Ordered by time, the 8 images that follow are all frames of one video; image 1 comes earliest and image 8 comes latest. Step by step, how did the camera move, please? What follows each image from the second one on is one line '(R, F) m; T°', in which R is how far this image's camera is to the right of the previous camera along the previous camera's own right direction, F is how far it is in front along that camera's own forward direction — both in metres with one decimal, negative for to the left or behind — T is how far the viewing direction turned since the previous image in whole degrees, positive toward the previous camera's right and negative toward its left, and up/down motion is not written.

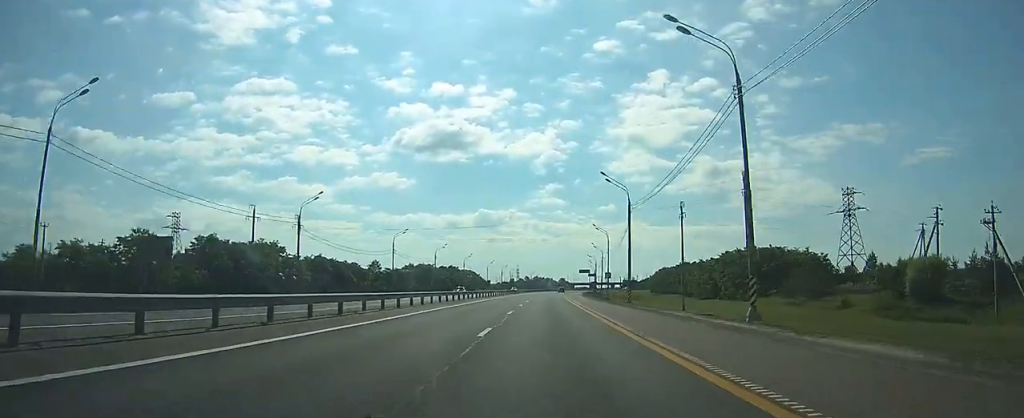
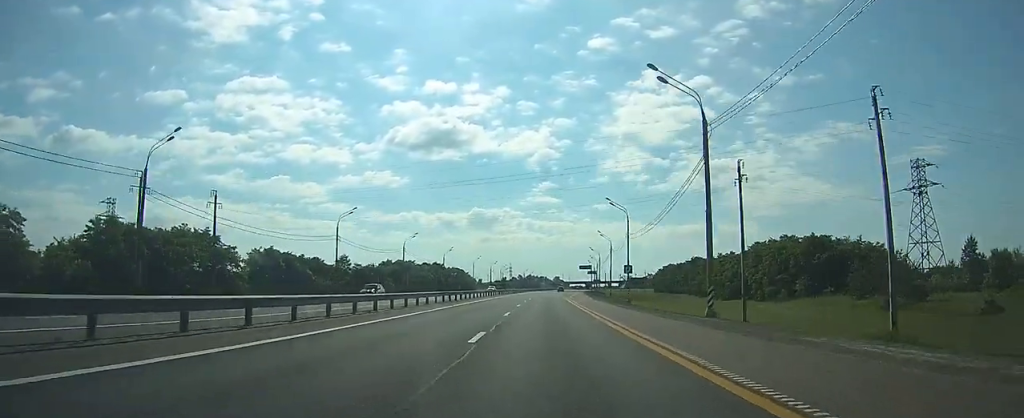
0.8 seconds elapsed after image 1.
(0.0, +25.2) m; 0°
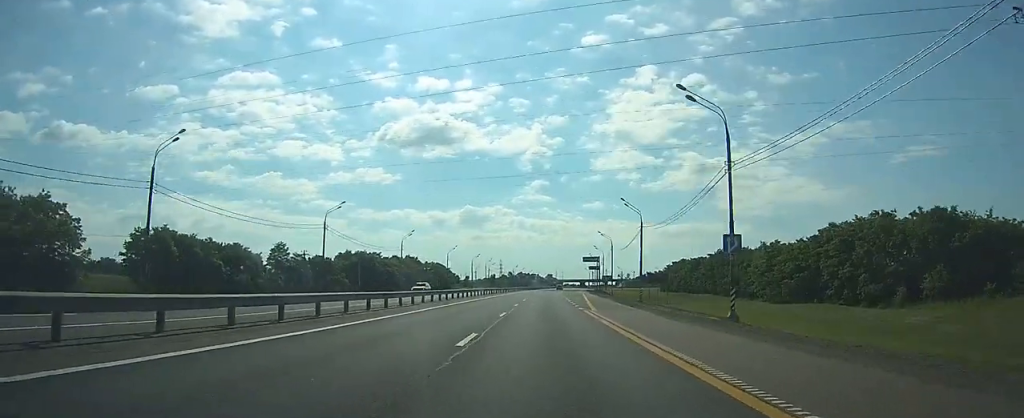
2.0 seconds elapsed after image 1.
(+0.4, +36.5) m; +1°
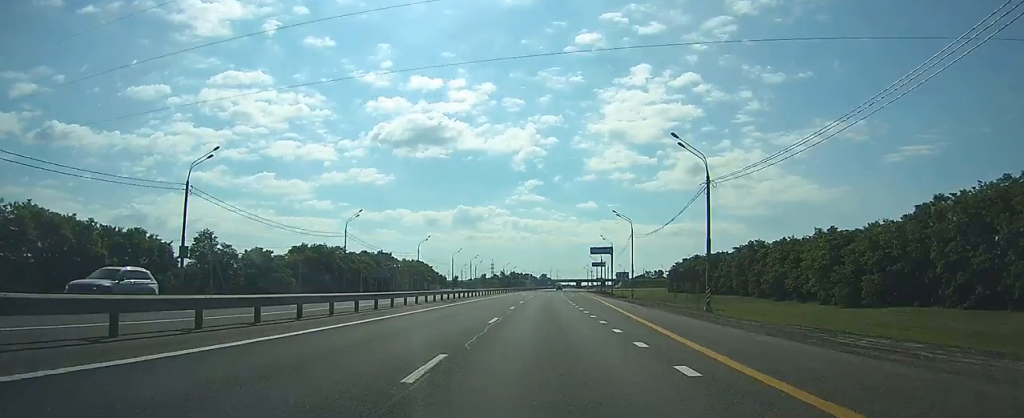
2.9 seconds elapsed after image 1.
(+0.1, +28.1) m; 0°
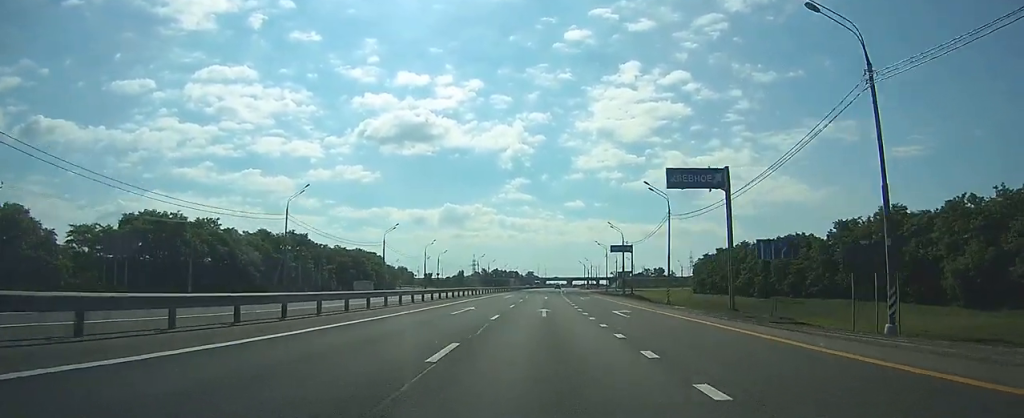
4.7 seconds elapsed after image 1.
(+0.4, +57.2) m; +1°
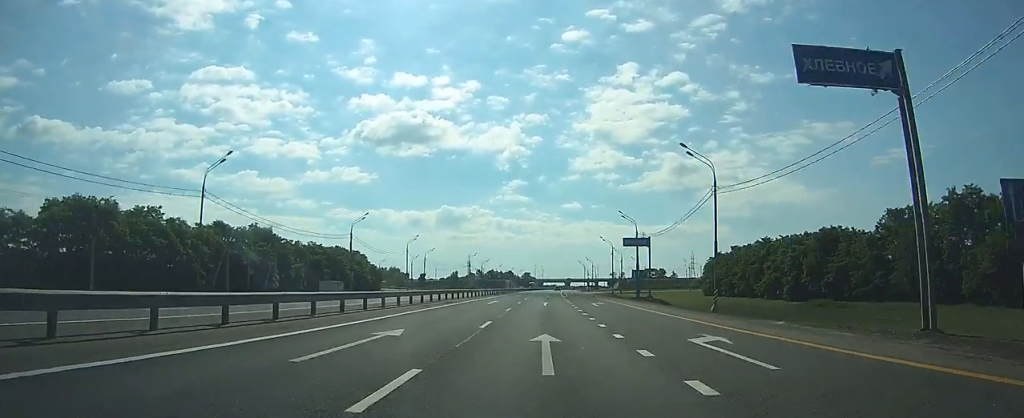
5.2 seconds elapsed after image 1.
(+0.1, +15.6) m; 0°
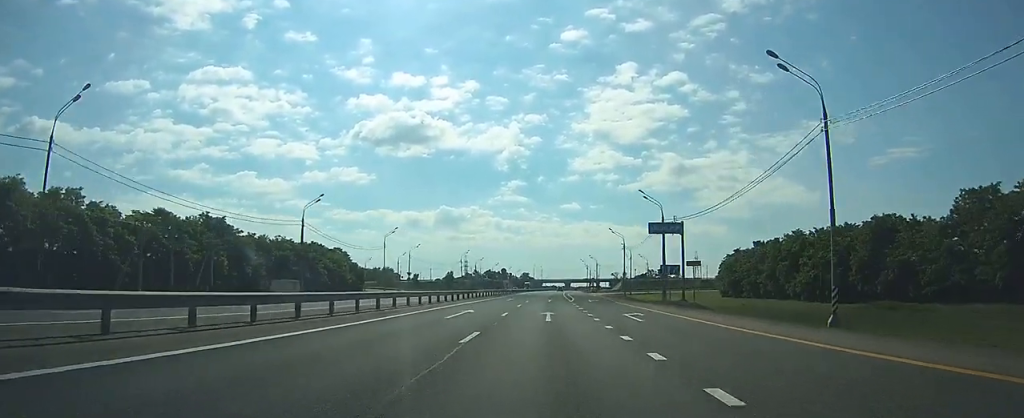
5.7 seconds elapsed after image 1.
(0.0, +16.7) m; 0°
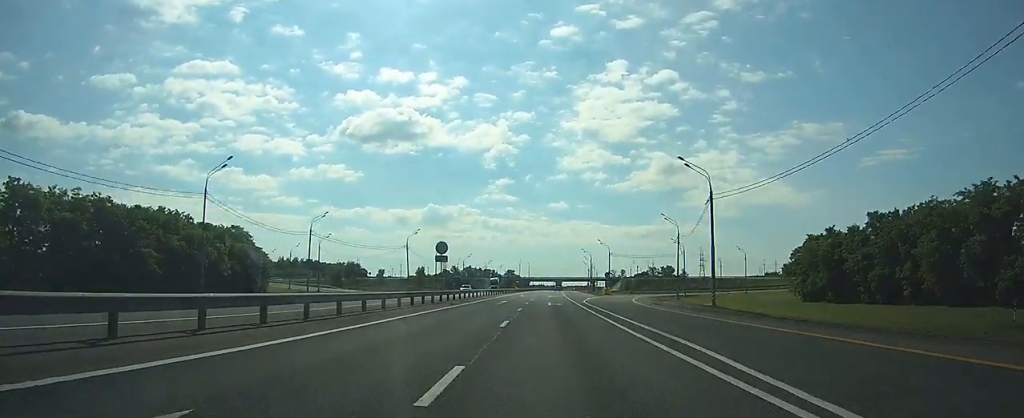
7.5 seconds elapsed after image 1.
(+0.5, +54.2) m; +1°
